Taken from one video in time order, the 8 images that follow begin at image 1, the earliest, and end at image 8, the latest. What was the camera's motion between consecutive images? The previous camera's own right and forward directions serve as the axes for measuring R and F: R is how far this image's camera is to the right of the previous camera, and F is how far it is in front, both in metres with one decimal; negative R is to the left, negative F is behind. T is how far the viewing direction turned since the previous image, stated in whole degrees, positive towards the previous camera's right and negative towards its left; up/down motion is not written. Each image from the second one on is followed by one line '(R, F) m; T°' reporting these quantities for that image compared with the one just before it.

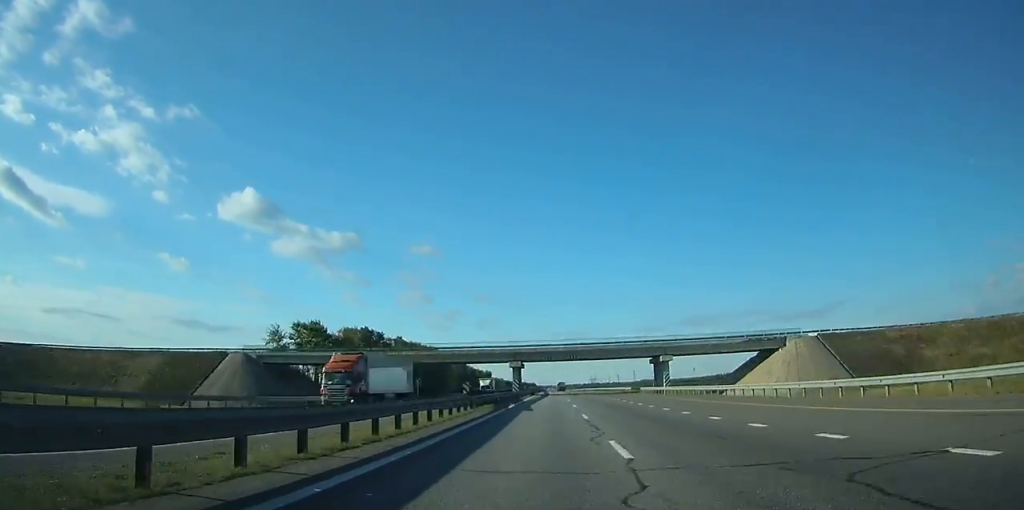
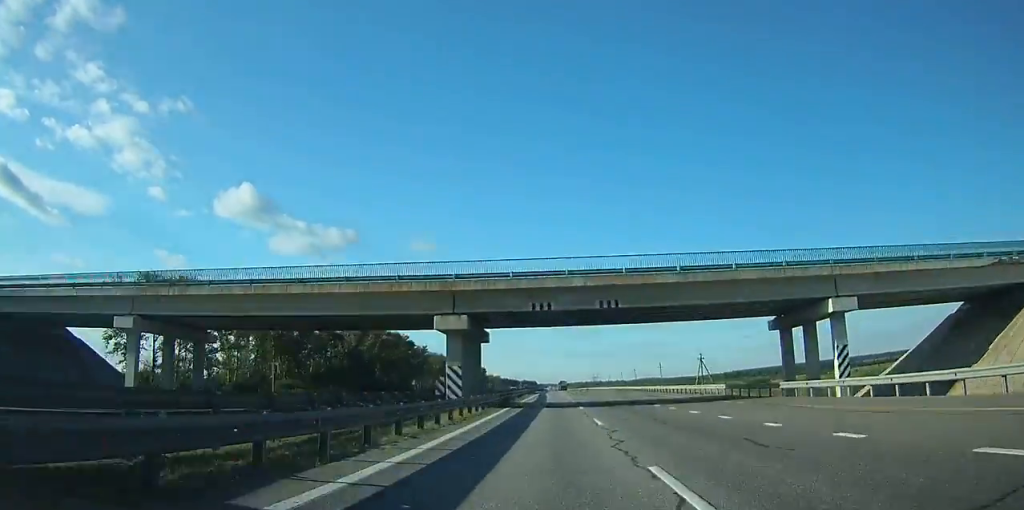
(0.0, +50.0) m; 0°
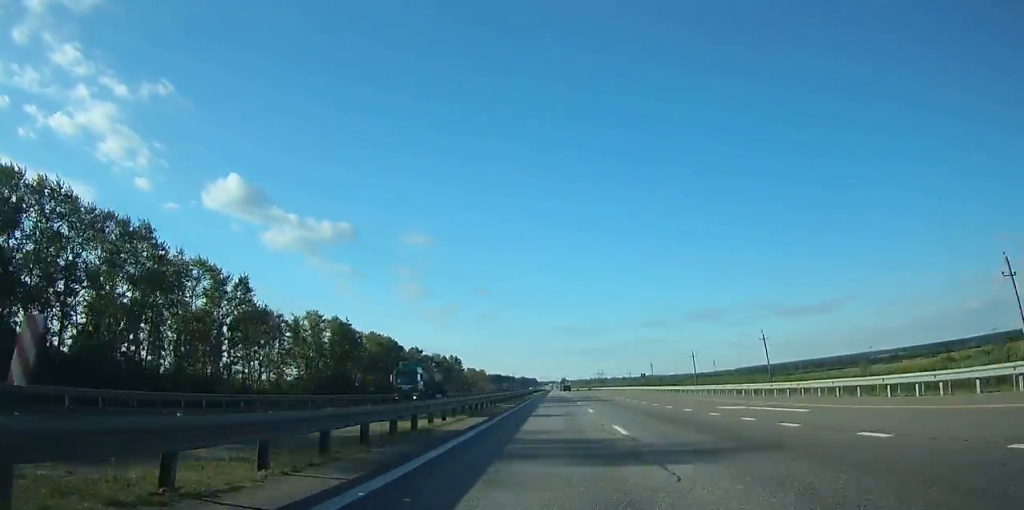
(-0.2, +130.9) m; 0°
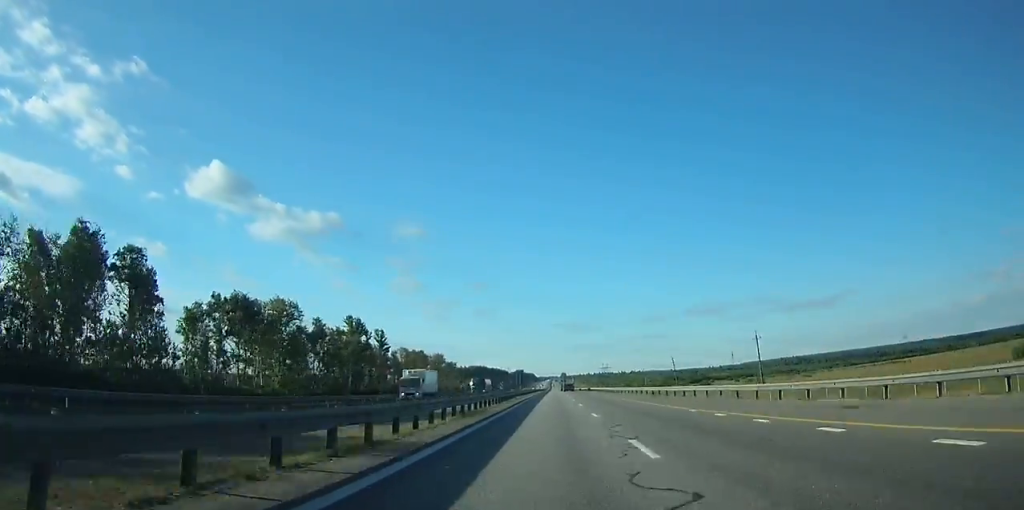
(+0.3, +160.3) m; 0°
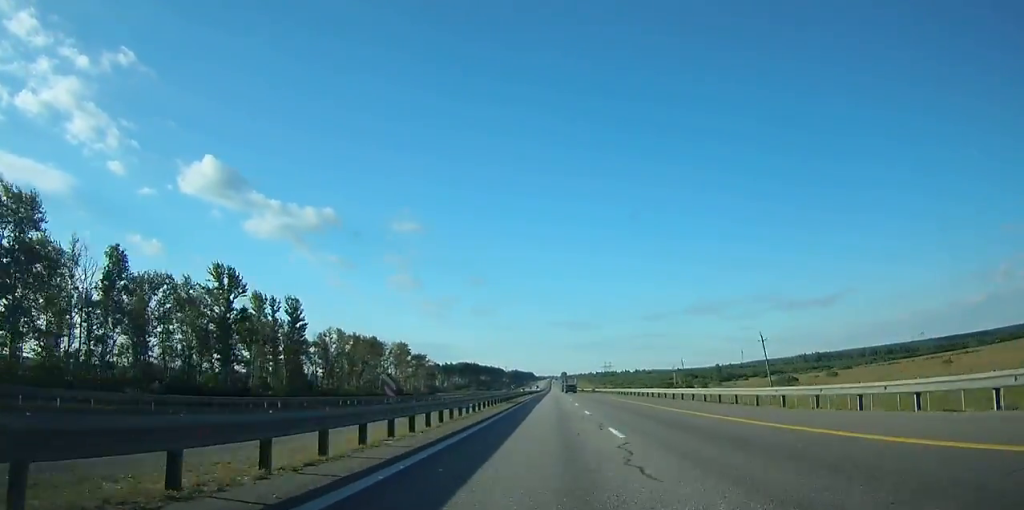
(0.0, +70.8) m; 0°
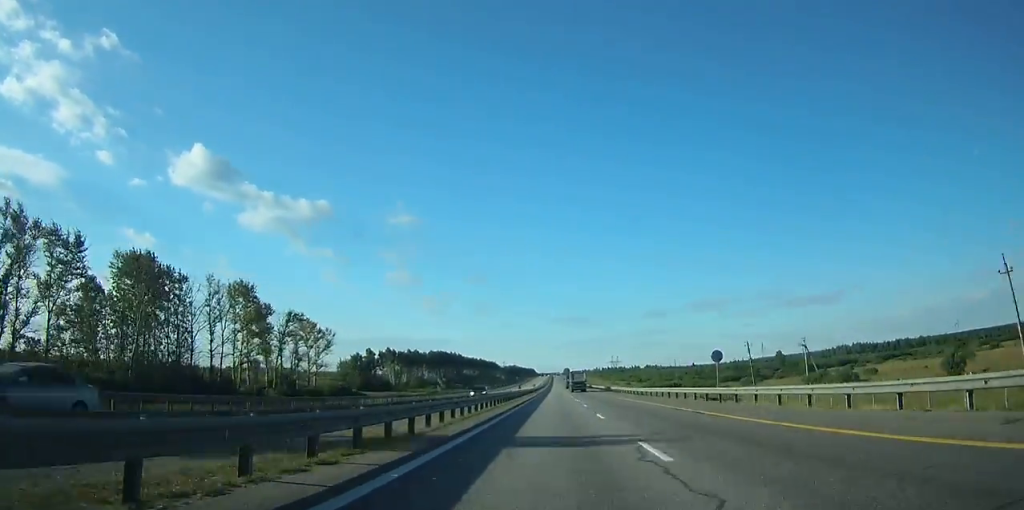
(-0.1, +116.2) m; 0°
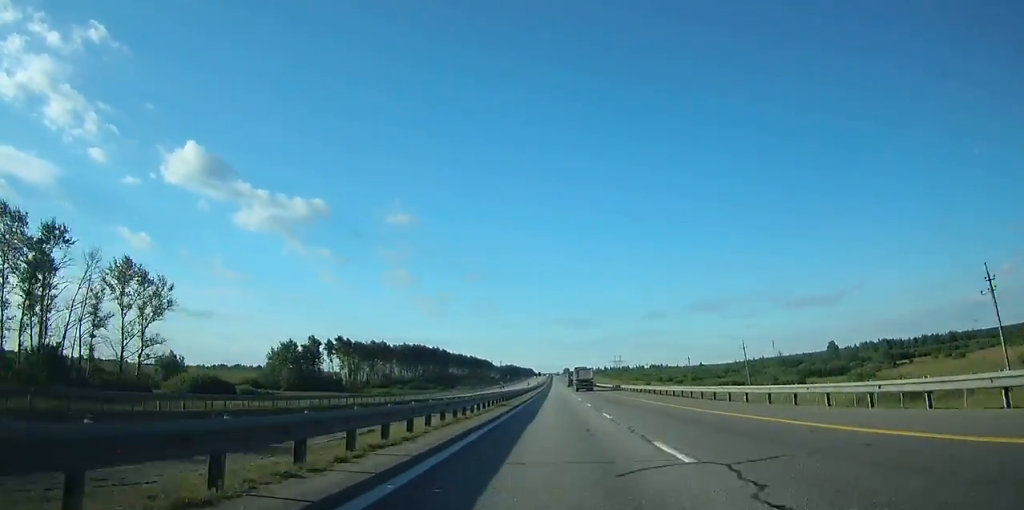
(0.0, +61.5) m; 0°
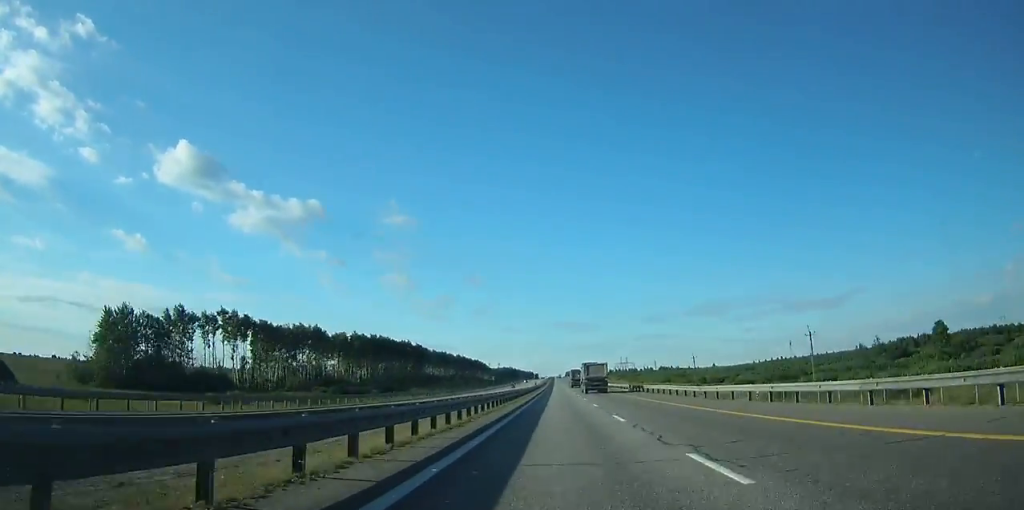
(0.0, +78.3) m; 0°
